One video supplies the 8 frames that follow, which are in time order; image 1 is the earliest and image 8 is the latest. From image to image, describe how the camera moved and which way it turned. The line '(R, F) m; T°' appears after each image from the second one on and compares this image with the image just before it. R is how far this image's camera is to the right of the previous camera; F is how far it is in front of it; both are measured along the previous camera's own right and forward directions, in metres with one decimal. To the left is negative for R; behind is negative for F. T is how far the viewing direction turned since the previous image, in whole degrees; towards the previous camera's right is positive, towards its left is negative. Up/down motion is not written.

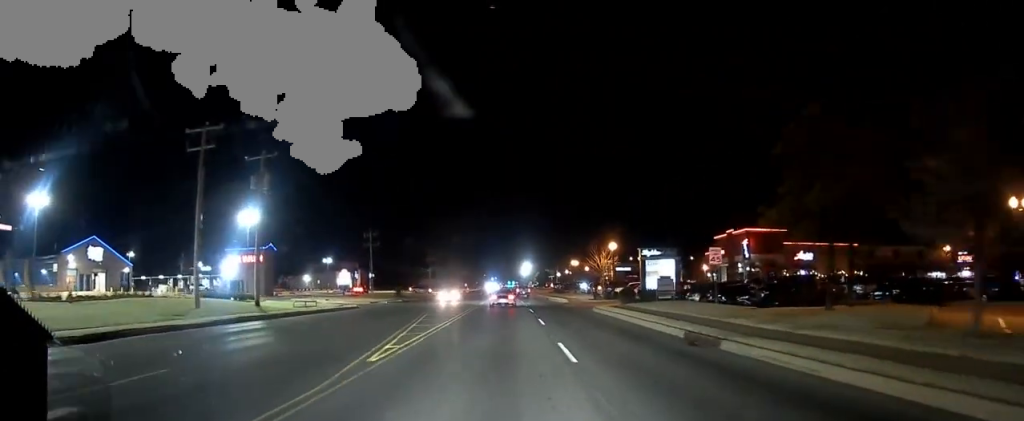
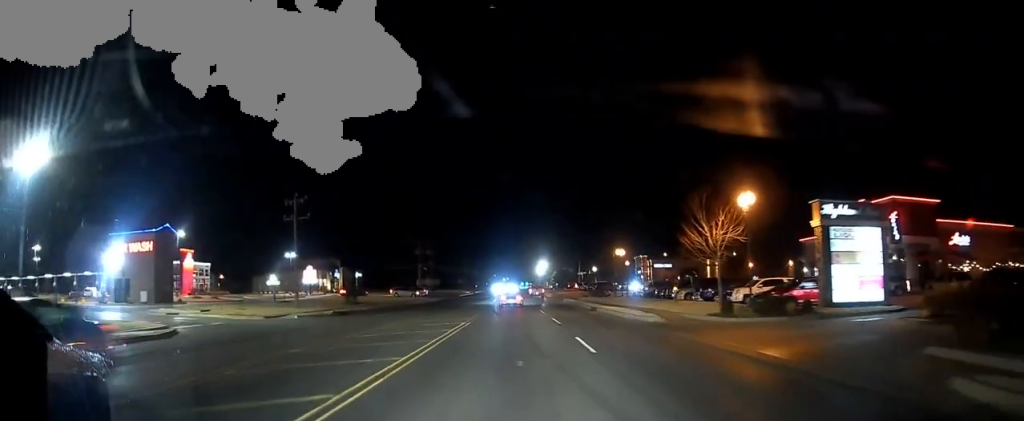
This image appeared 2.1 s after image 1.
(0.0, +33.7) m; 0°
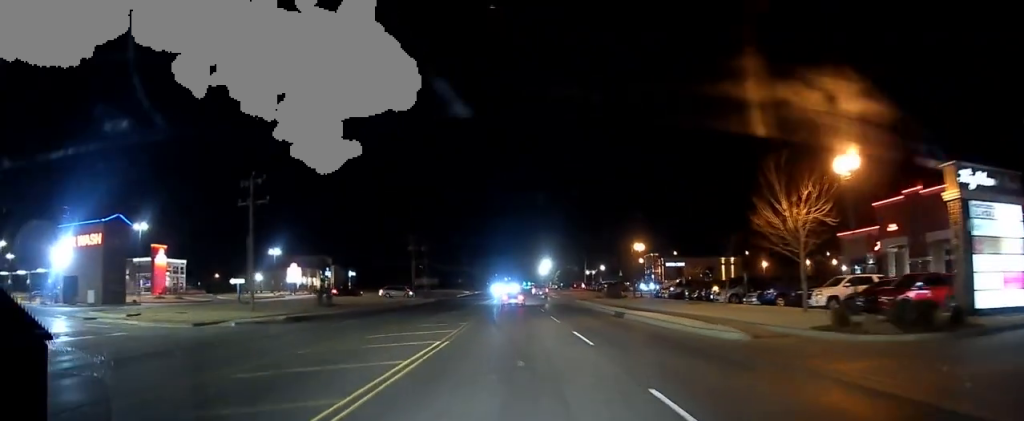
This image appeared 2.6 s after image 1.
(0.0, +8.4) m; 0°
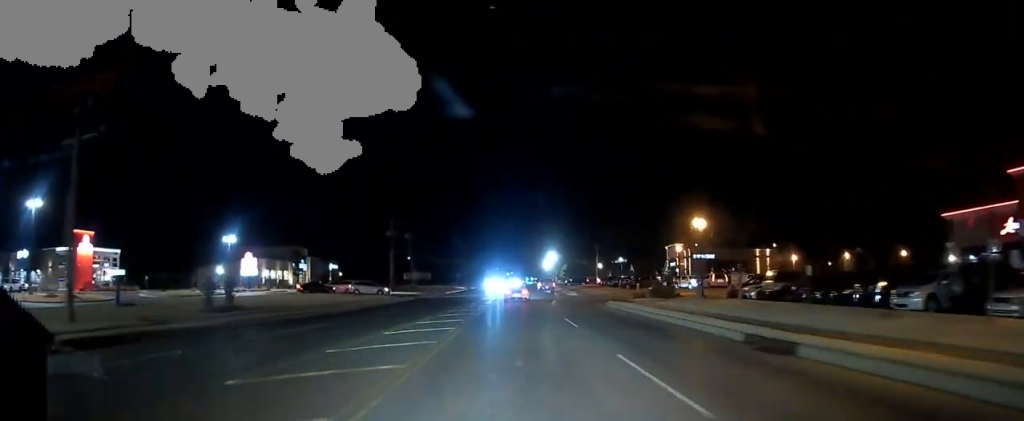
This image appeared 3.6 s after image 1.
(0.0, +17.4) m; 0°
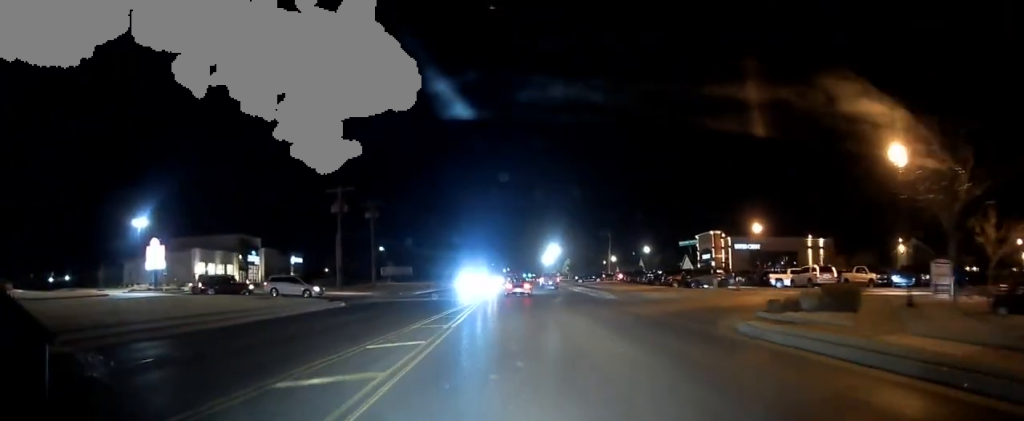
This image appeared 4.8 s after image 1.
(0.0, +21.7) m; 0°
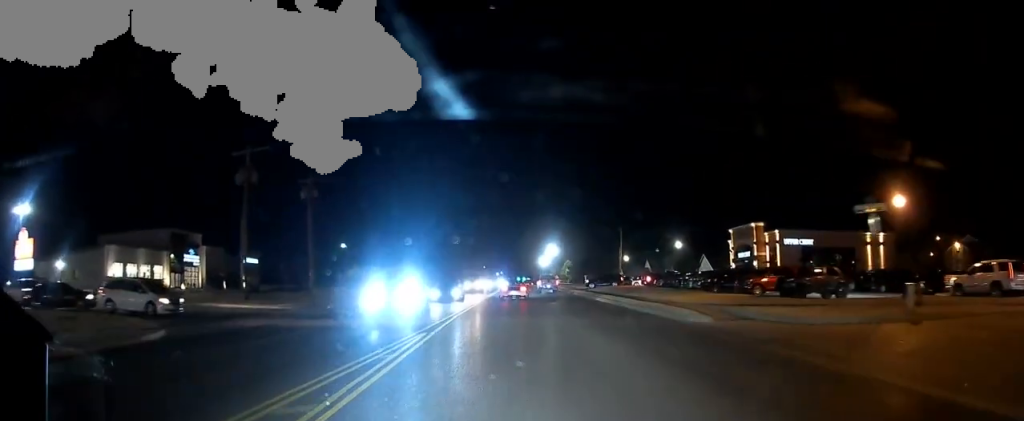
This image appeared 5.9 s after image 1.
(0.0, +20.0) m; 0°
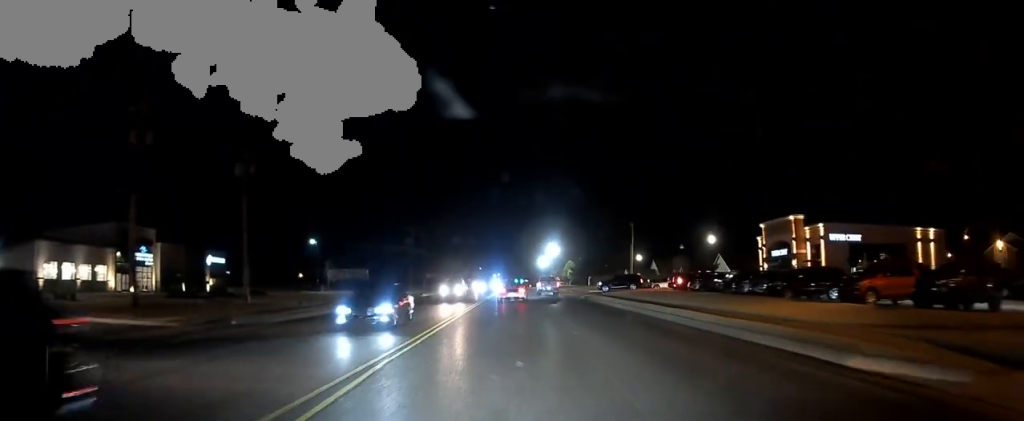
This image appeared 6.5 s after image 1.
(0.0, +12.1) m; 0°
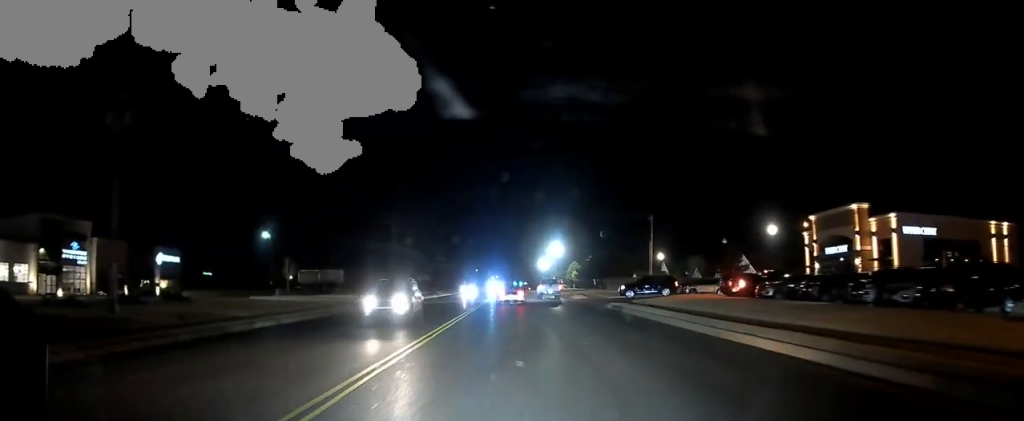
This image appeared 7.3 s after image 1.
(0.0, +14.2) m; 0°
